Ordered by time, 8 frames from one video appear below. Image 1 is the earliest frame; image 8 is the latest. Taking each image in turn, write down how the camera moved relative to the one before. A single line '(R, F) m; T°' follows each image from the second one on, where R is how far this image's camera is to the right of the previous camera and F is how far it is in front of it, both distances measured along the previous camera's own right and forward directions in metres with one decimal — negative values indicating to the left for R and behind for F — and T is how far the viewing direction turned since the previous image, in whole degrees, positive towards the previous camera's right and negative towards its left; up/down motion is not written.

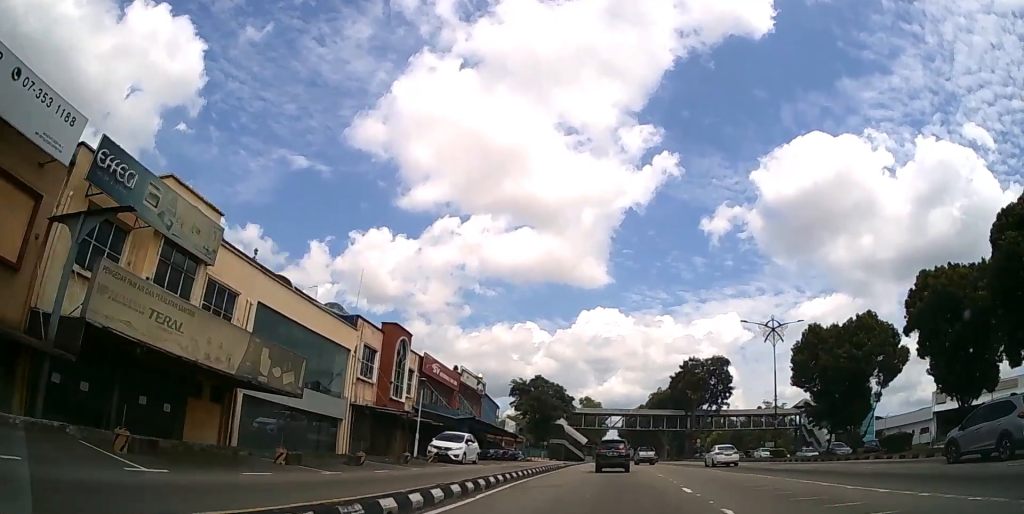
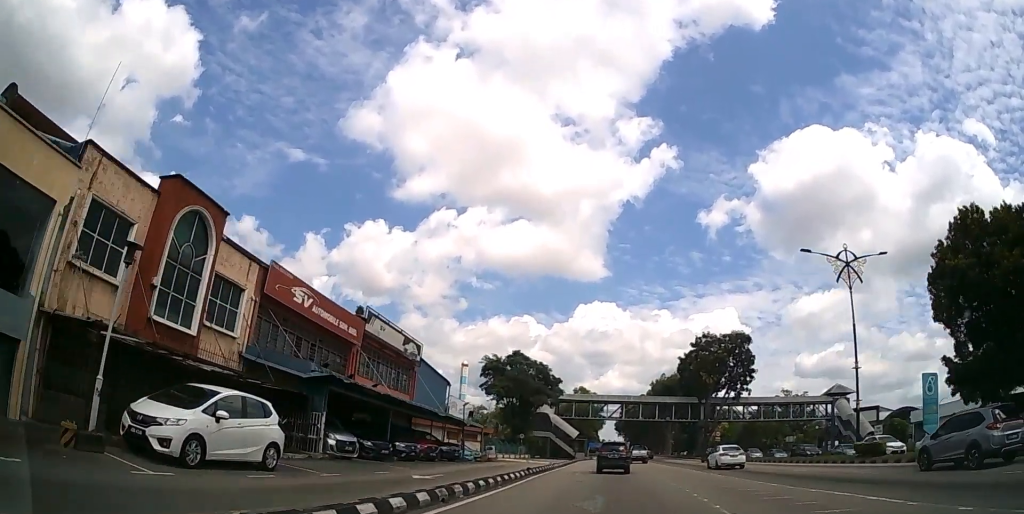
(+0.1, +17.7) m; 0°
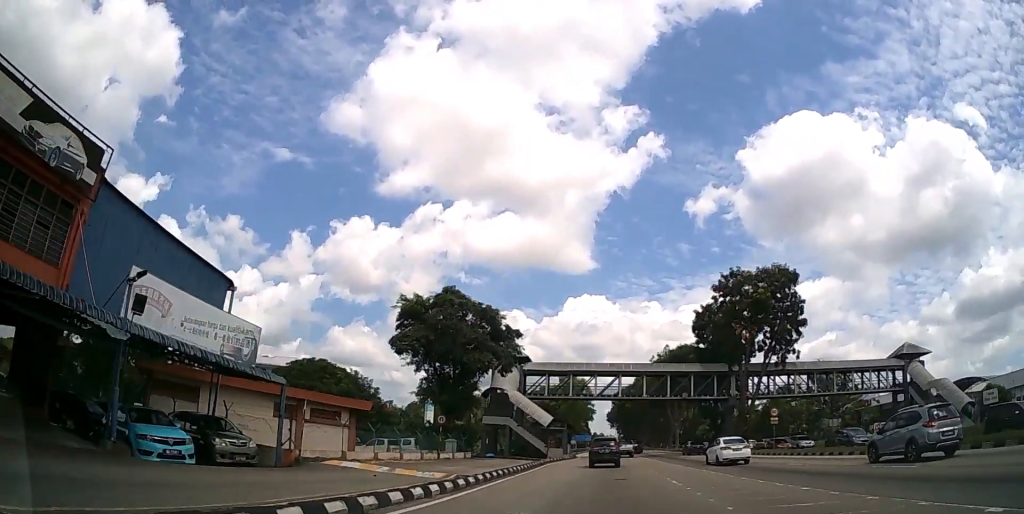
(+0.2, +26.1) m; +1°
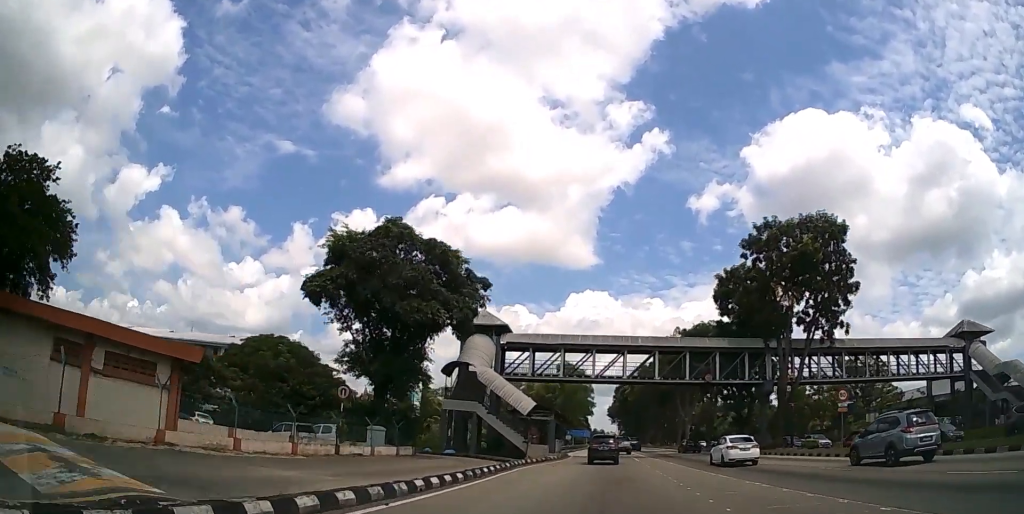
(0.0, +13.2) m; 0°
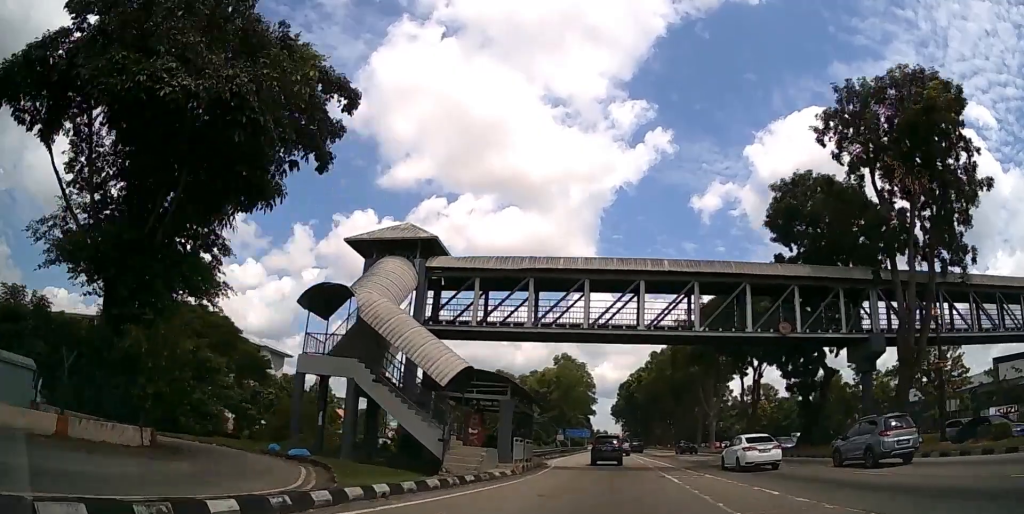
(-0.1, +19.4) m; 0°
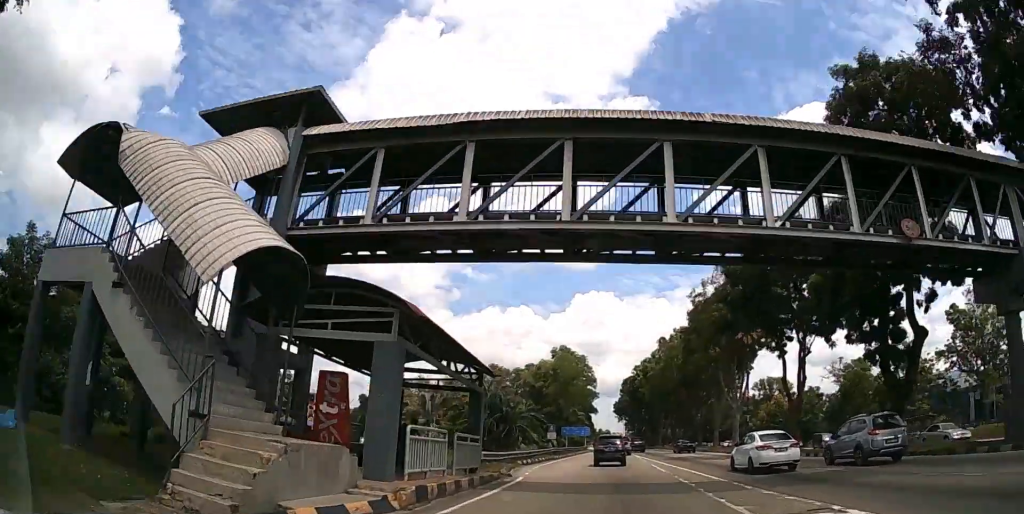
(0.0, +11.9) m; 0°
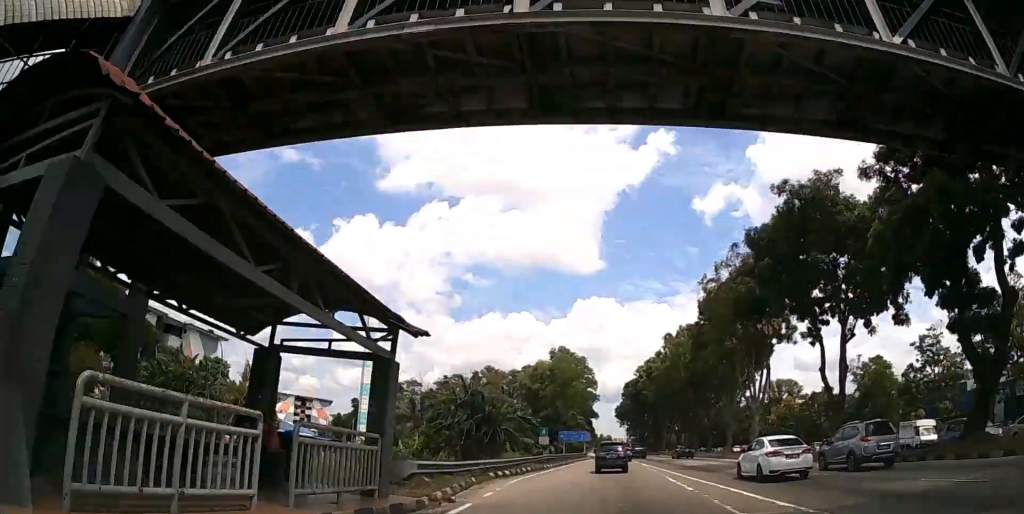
(0.0, +7.3) m; 0°
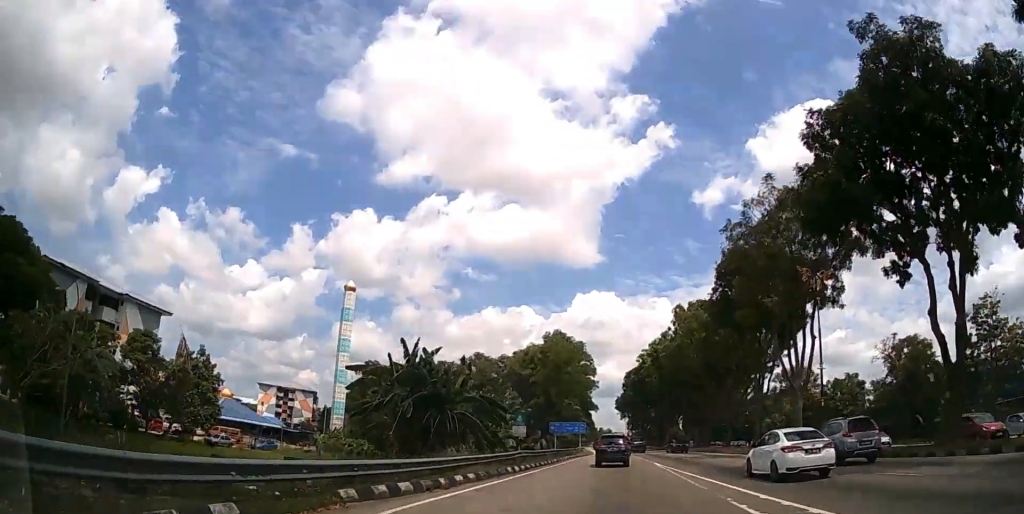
(0.0, +11.9) m; 0°
